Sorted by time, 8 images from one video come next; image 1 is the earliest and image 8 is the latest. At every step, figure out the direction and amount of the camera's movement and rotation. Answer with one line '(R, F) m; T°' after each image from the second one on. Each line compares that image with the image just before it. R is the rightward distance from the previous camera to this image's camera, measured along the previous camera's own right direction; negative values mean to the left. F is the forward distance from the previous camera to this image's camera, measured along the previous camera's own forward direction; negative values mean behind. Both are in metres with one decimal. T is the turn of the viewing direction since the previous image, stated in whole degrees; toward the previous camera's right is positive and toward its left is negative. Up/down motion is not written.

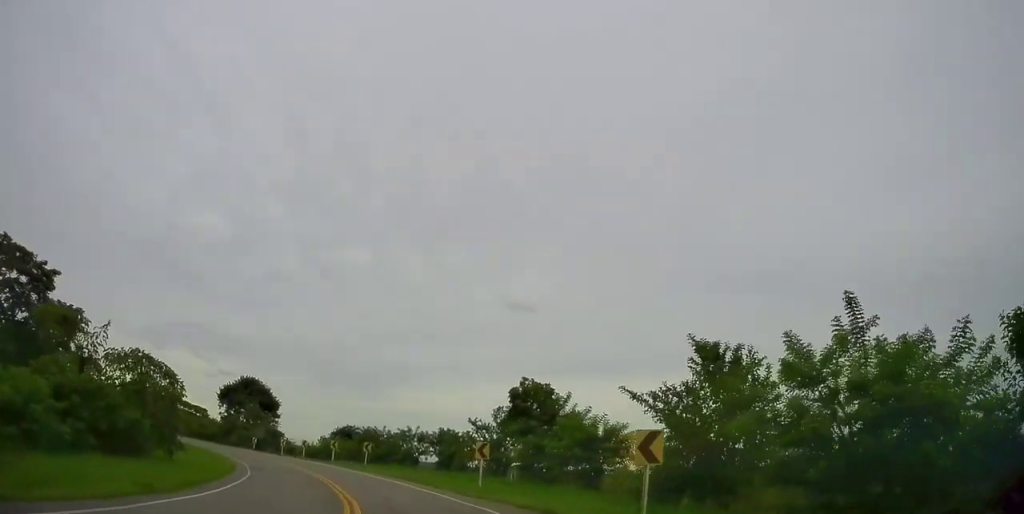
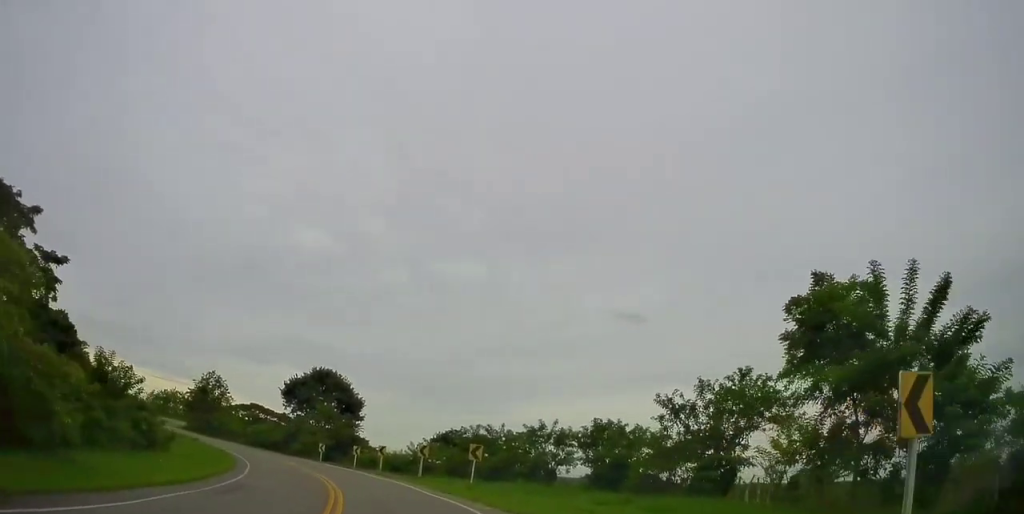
(-0.6, +22.1) m; -7°
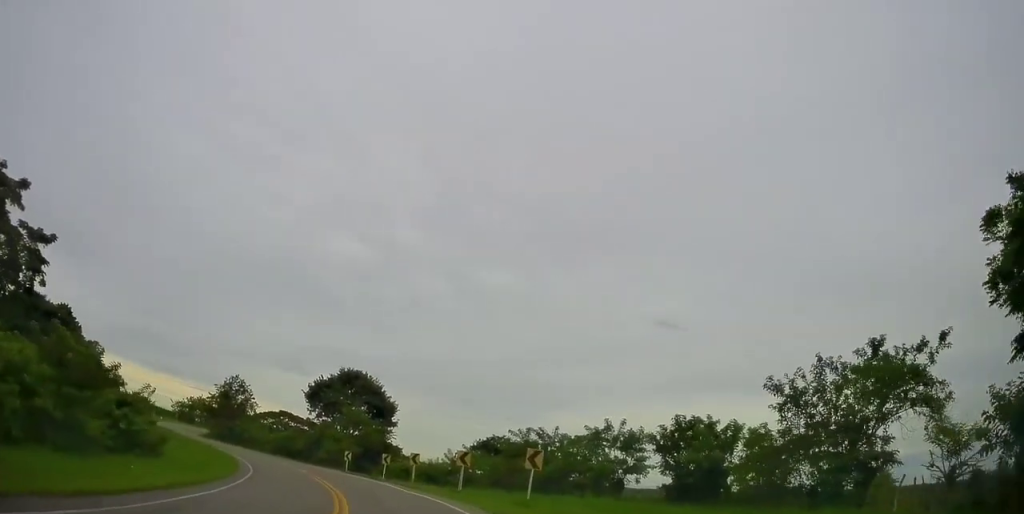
(-0.4, +6.7) m; -3°
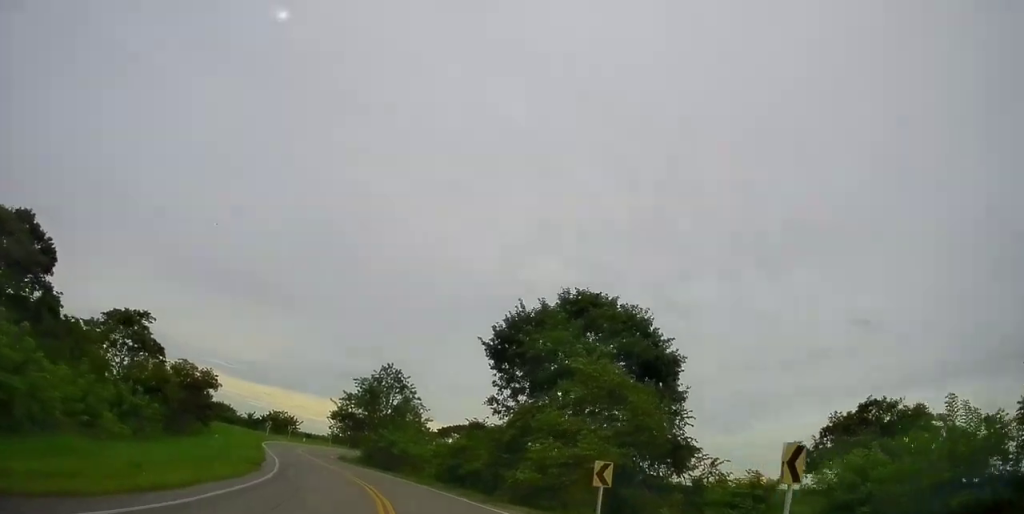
(-4.8, +36.0) m; -18°
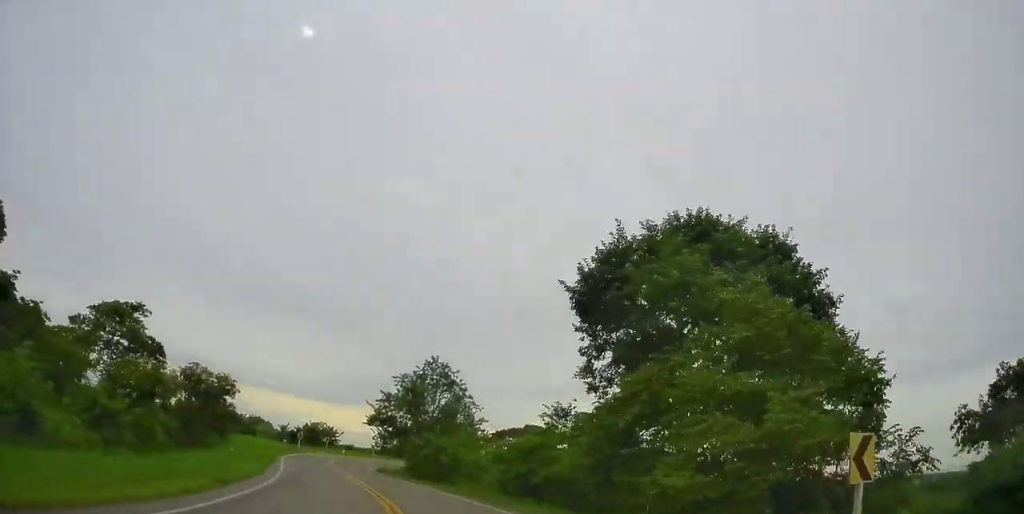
(-1.0, +10.0) m; -7°
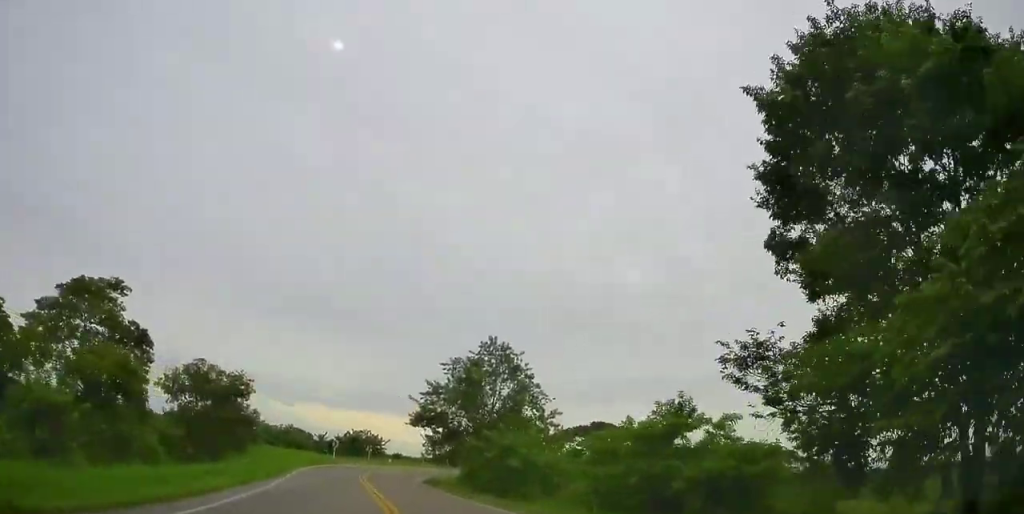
(-0.8, +11.2) m; -6°
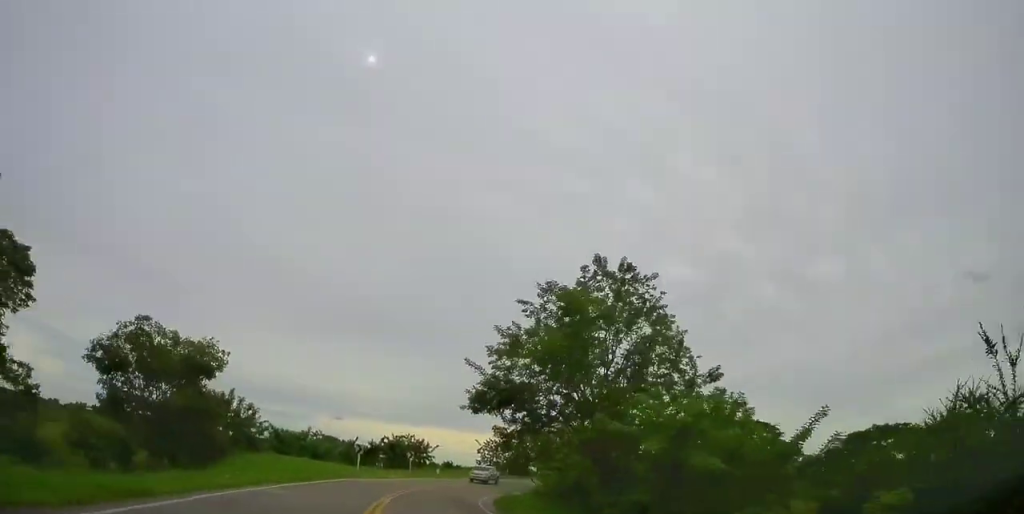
(-1.2, +18.2) m; -7°
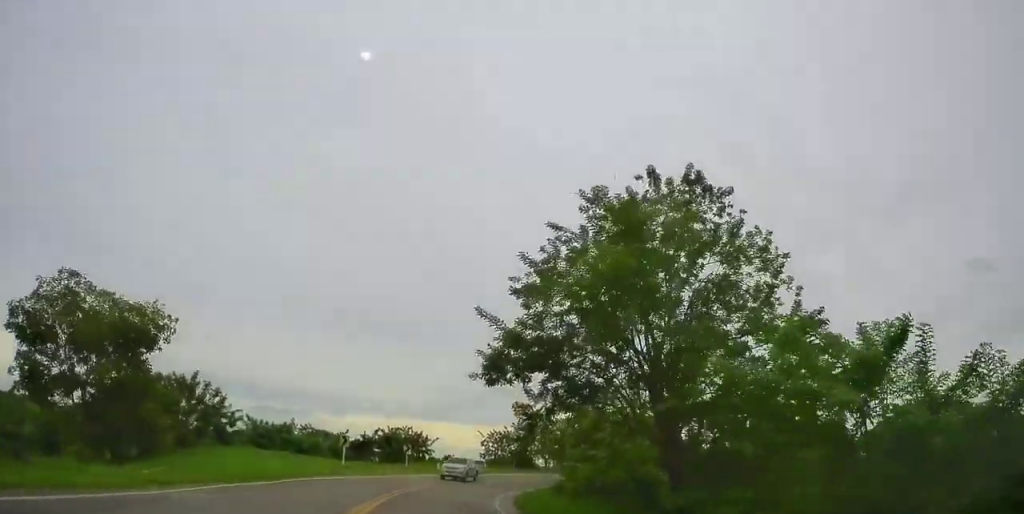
(-0.1, +7.6) m; -3°
